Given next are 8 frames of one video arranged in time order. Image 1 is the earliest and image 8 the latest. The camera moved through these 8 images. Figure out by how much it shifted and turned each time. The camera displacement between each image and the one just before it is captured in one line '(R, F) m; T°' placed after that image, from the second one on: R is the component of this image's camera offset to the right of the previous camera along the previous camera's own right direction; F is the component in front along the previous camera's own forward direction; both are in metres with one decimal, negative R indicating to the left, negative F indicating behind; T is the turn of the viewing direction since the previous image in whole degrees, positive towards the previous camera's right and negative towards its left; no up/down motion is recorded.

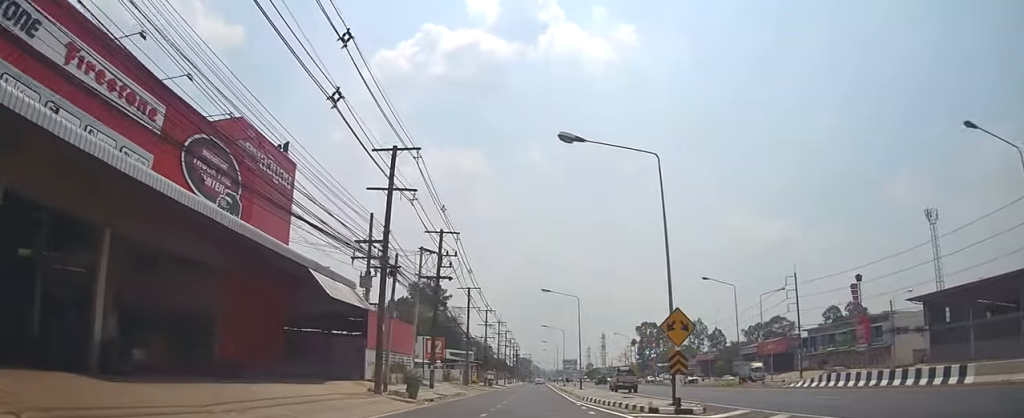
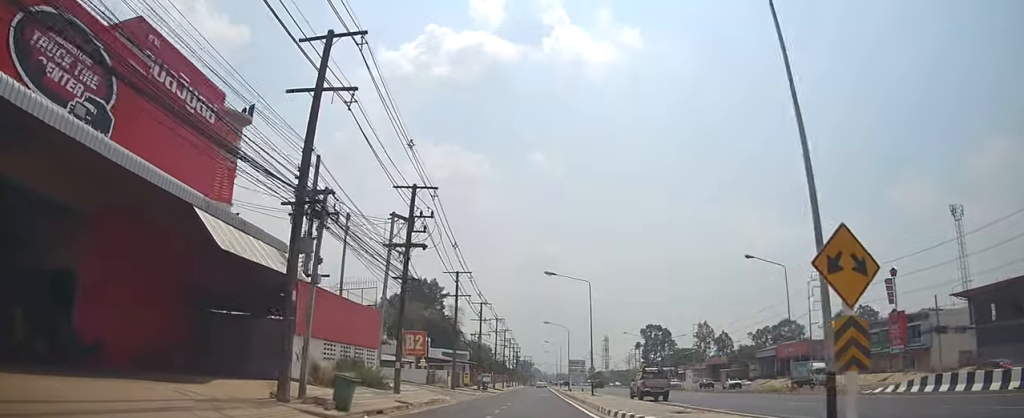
(0.0, +10.1) m; -1°
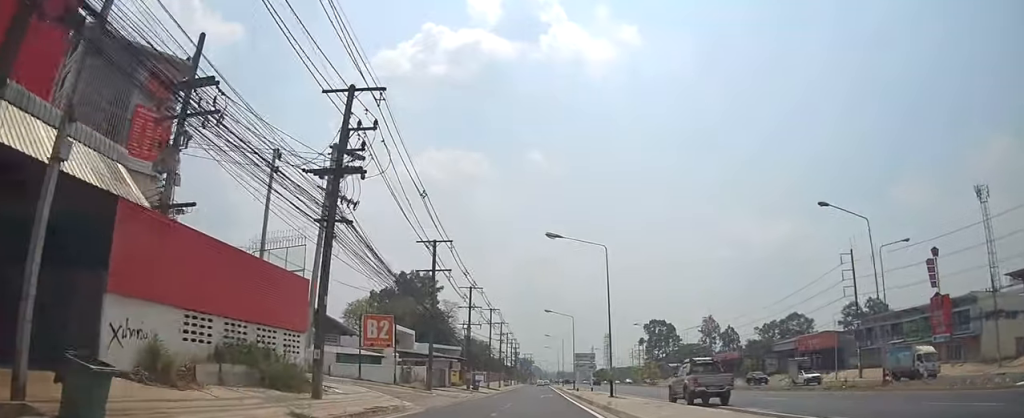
(+0.1, +10.8) m; -2°
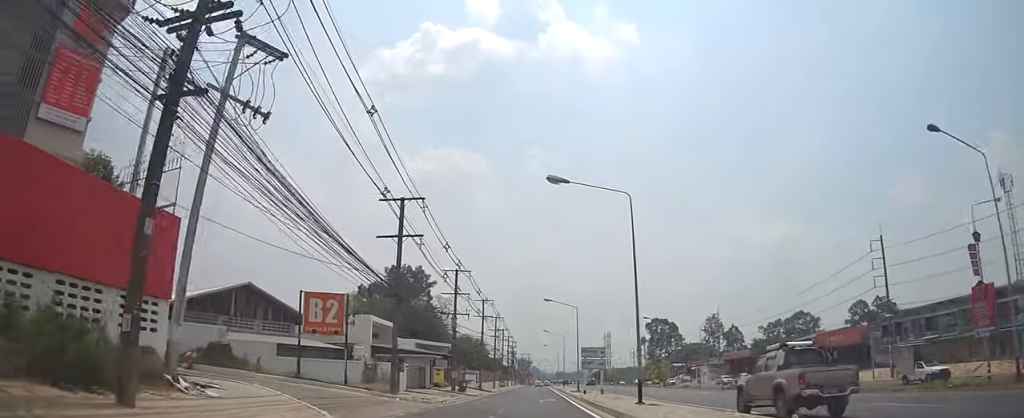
(-0.4, +9.2) m; 0°
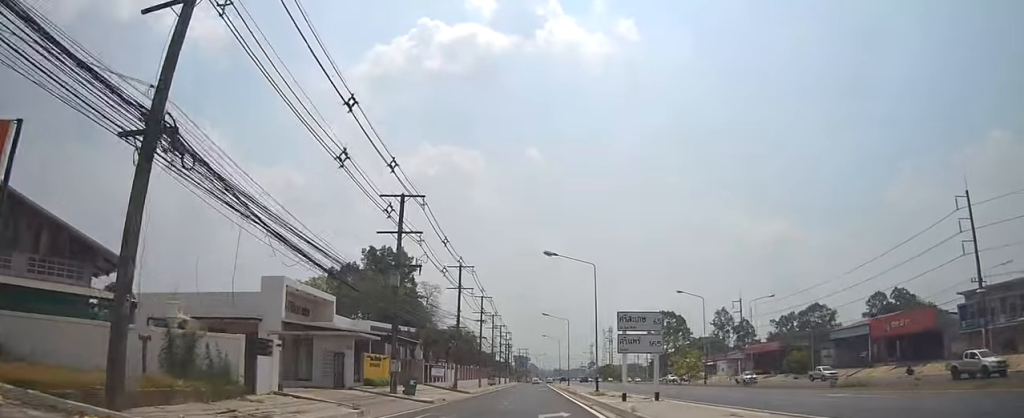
(+0.1, +19.7) m; -1°
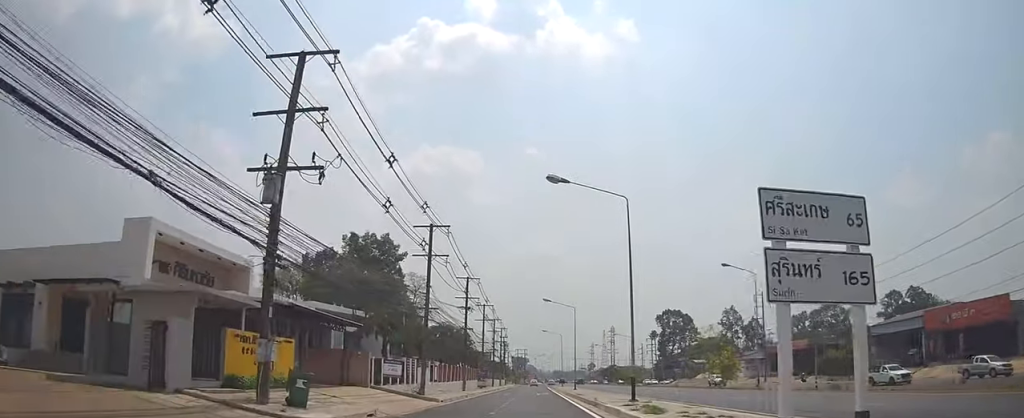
(-0.3, +14.3) m; 0°
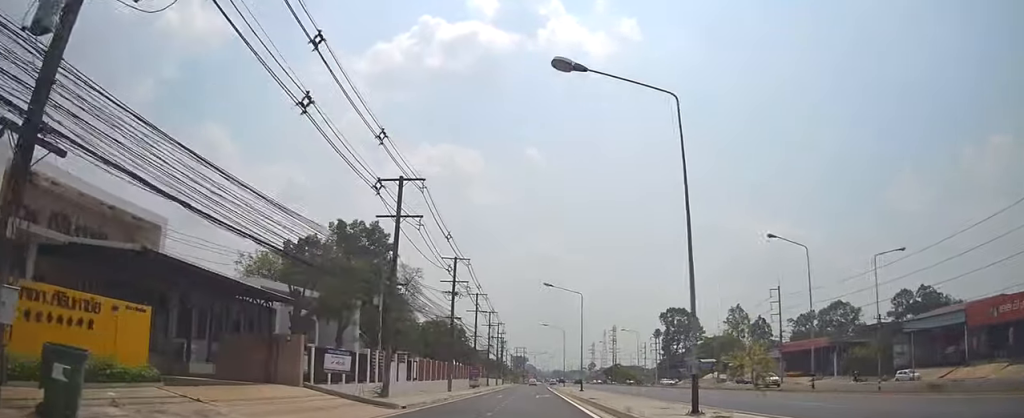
(-0.1, +9.1) m; 0°
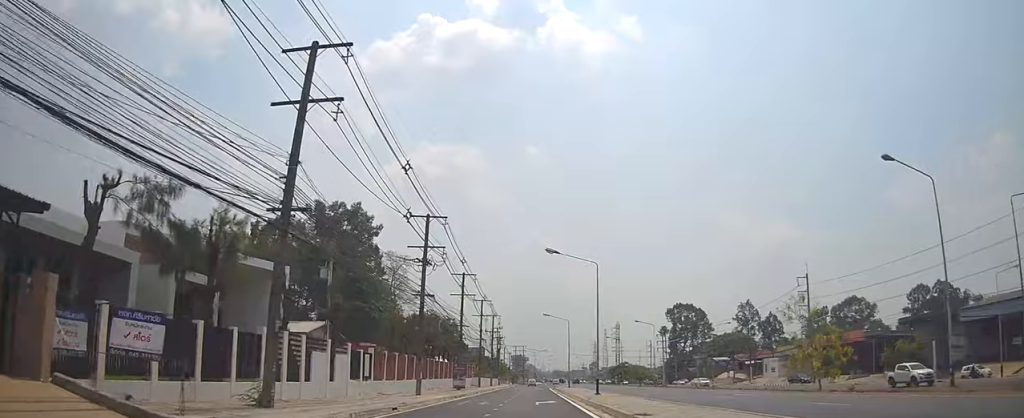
(+0.4, +13.3) m; +2°
